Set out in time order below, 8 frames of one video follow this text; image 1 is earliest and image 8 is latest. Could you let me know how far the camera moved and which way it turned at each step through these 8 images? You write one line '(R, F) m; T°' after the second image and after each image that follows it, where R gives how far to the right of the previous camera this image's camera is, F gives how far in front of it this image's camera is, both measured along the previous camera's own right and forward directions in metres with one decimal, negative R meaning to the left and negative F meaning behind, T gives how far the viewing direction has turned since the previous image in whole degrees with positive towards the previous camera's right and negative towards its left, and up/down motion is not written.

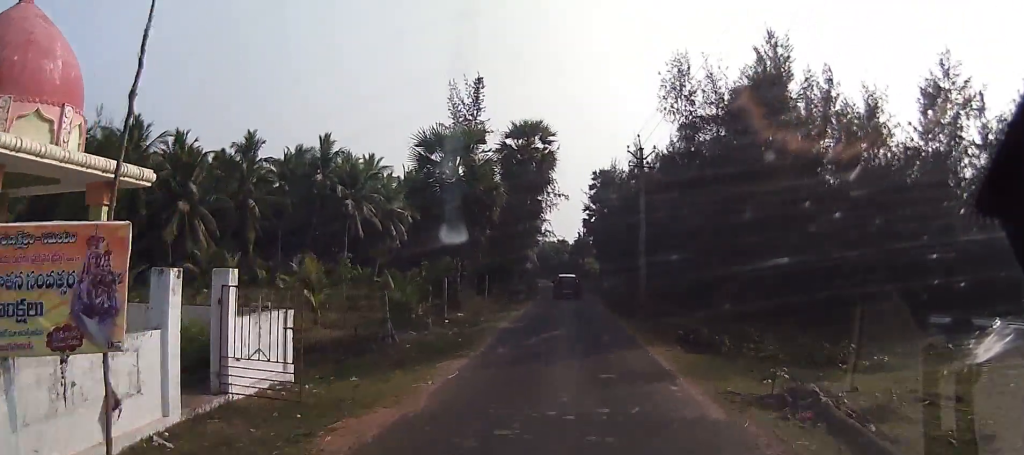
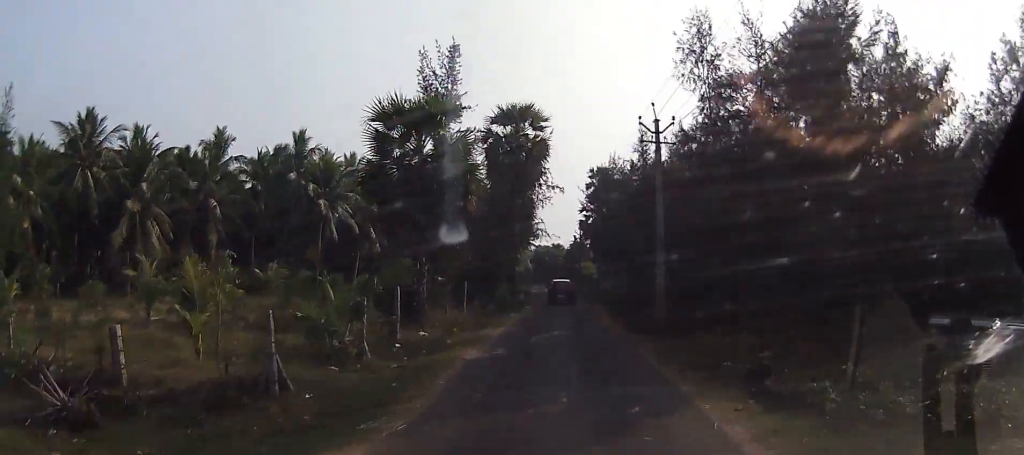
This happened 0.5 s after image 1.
(-0.1, +6.0) m; 0°
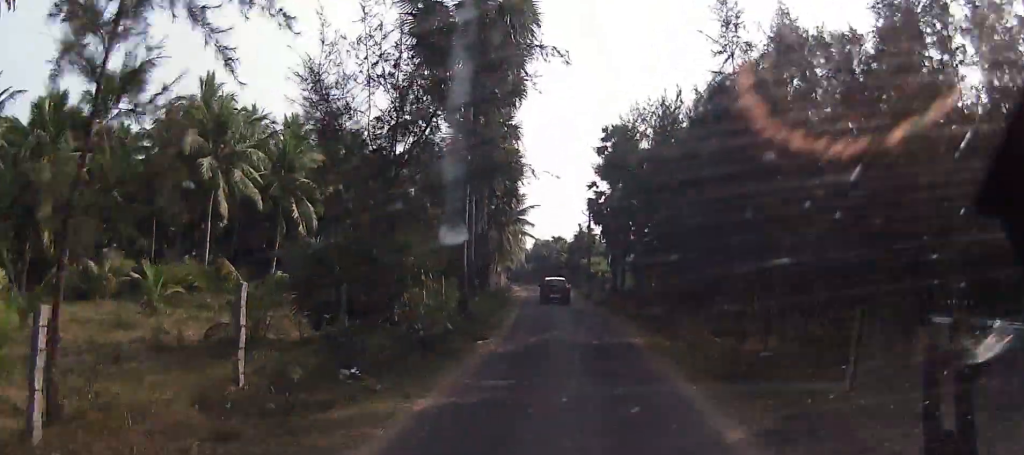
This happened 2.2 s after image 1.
(+0.2, +19.9) m; 0°
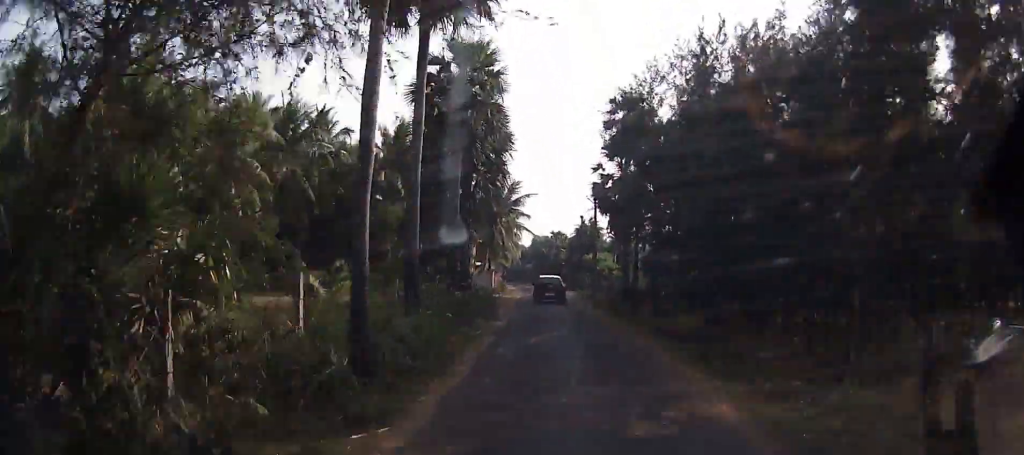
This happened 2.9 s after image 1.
(-0.3, +9.3) m; -2°
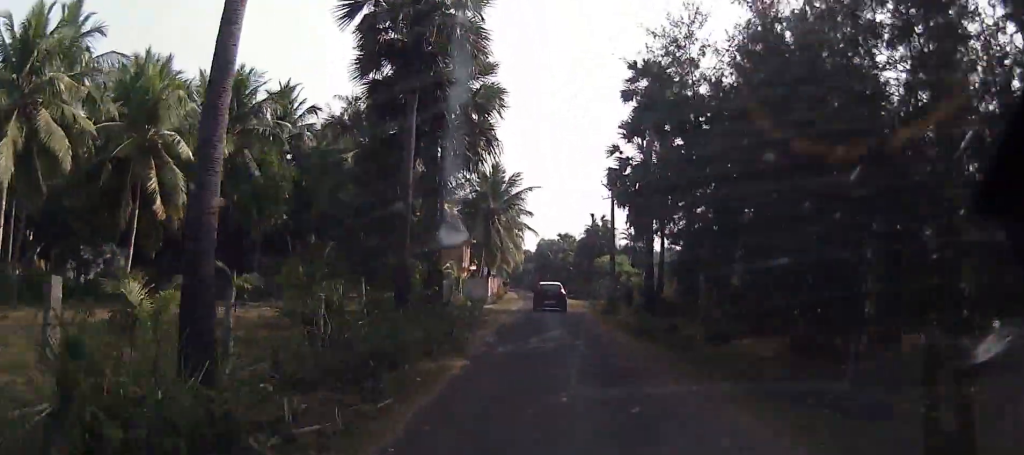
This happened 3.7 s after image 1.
(-0.1, +9.4) m; +1°
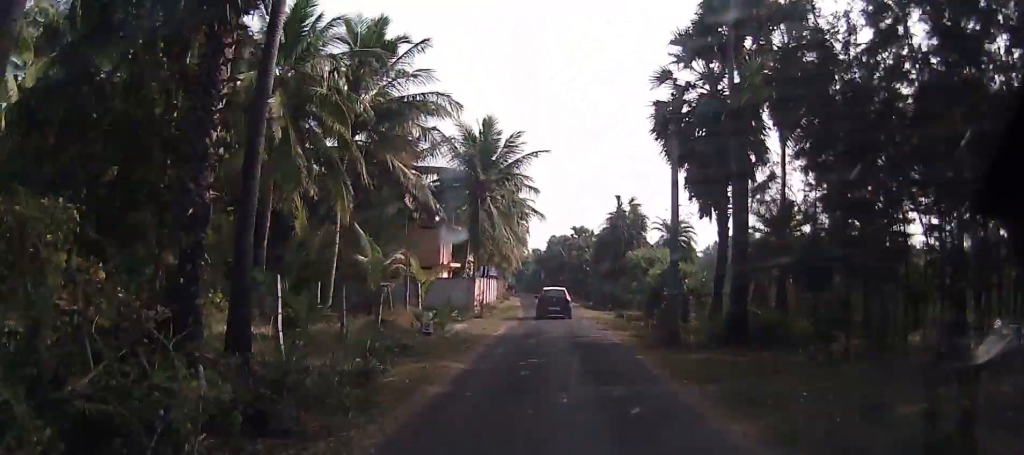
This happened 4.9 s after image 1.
(+0.5, +16.0) m; -1°
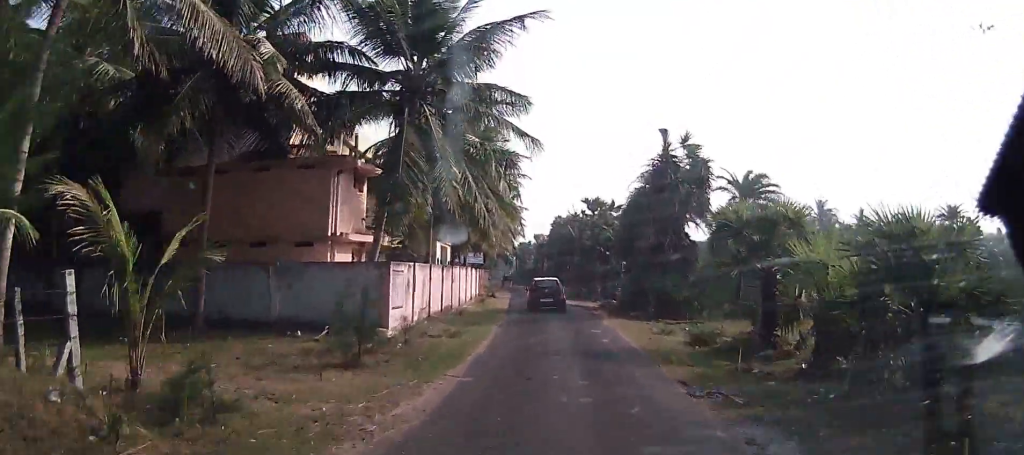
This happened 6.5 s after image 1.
(-1.0, +20.2) m; -2°
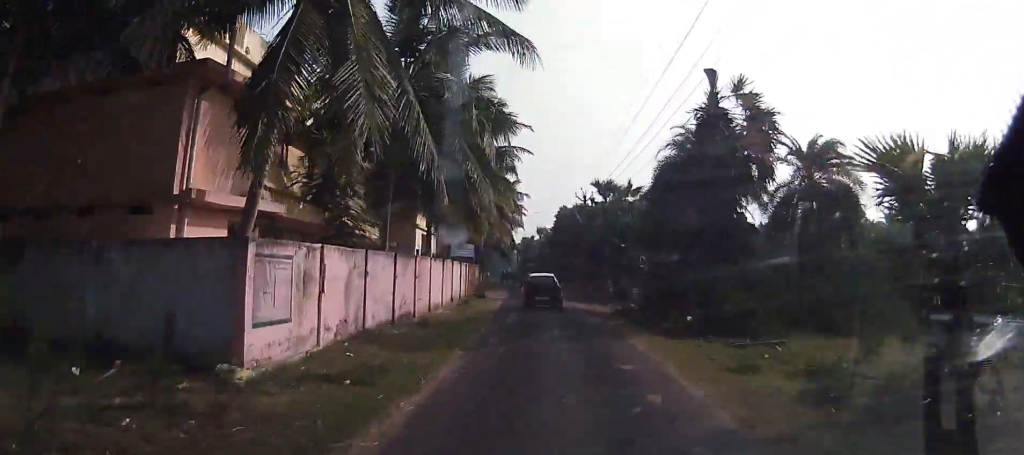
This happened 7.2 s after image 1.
(+0.2, +8.5) m; +1°
